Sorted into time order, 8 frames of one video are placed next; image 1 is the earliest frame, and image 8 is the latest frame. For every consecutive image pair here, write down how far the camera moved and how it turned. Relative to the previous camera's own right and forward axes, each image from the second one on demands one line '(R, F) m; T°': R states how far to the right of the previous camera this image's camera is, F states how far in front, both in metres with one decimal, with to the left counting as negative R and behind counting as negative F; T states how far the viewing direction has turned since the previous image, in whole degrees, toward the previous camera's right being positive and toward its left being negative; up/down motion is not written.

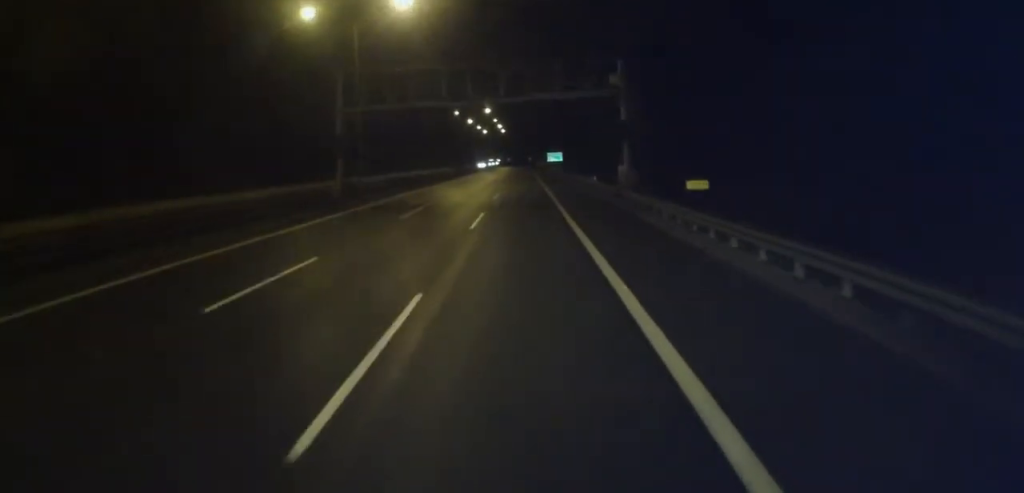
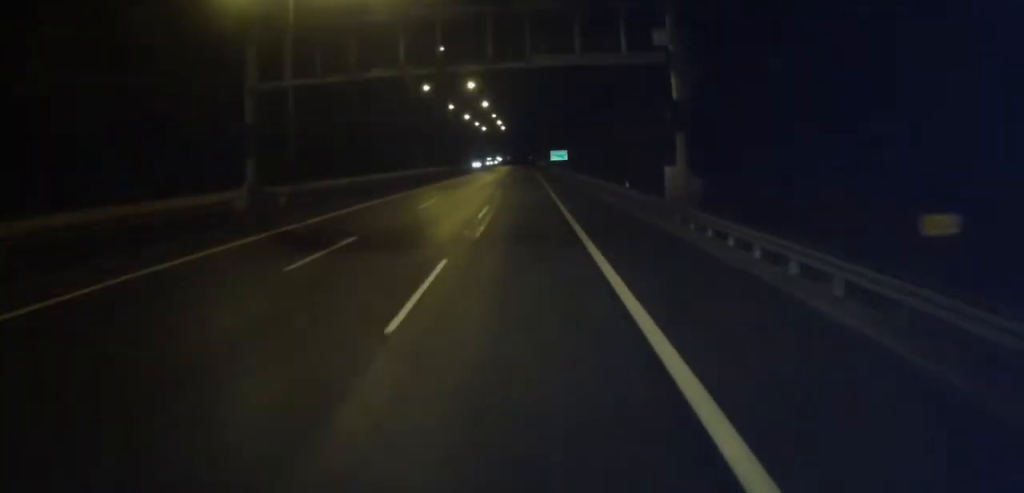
(+0.1, +13.7) m; -1°
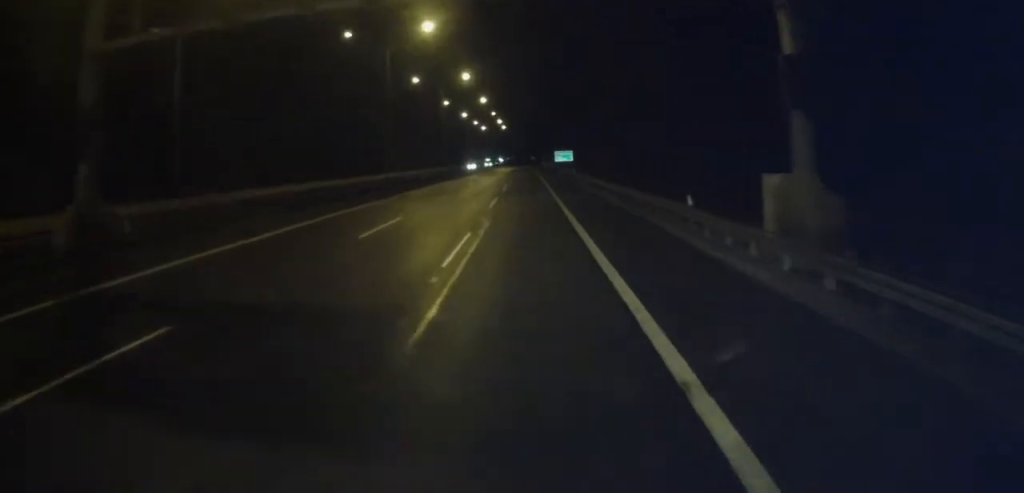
(-0.2, +11.5) m; 0°
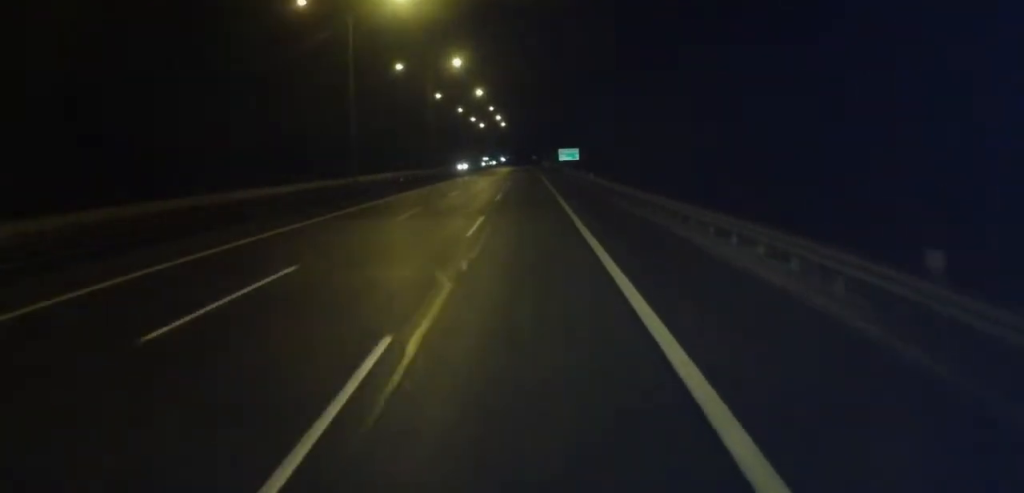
(-0.1, +12.3) m; 0°
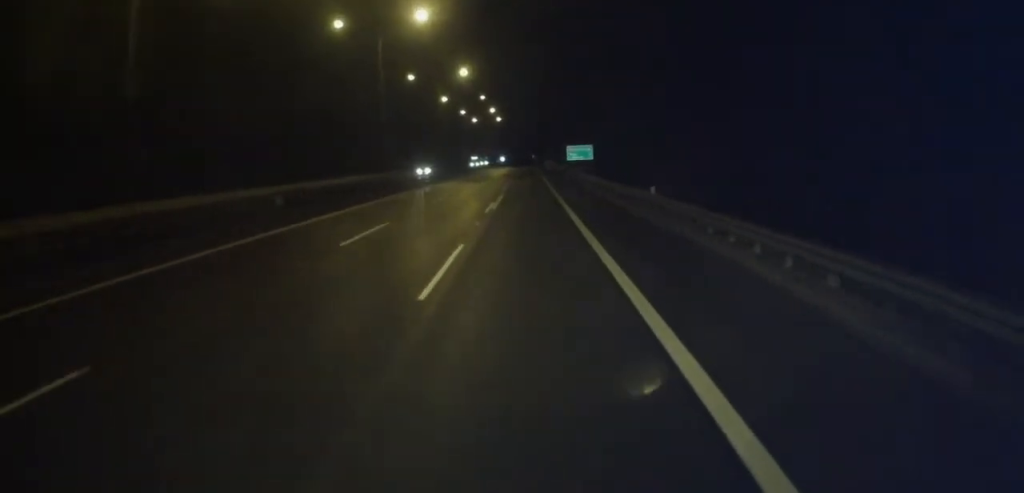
(+0.1, +25.4) m; +1°
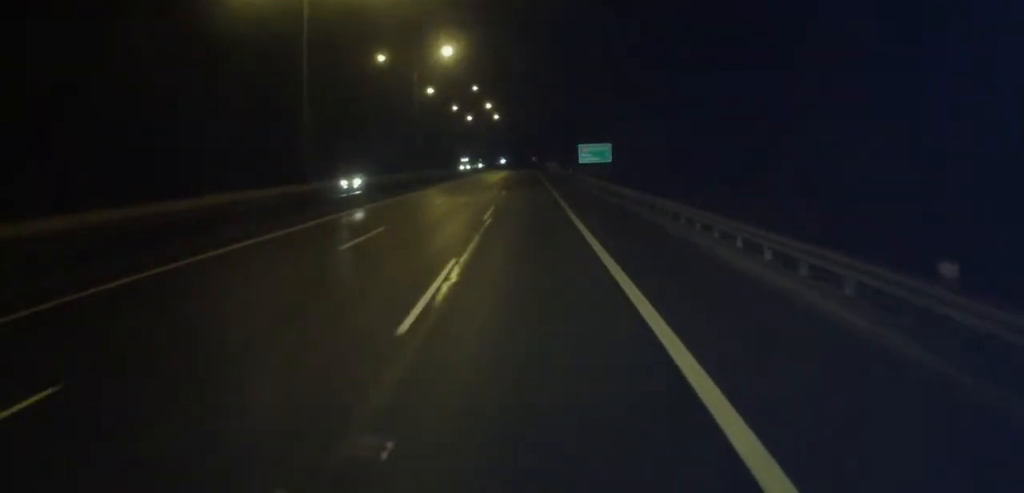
(+0.2, +18.3) m; 0°
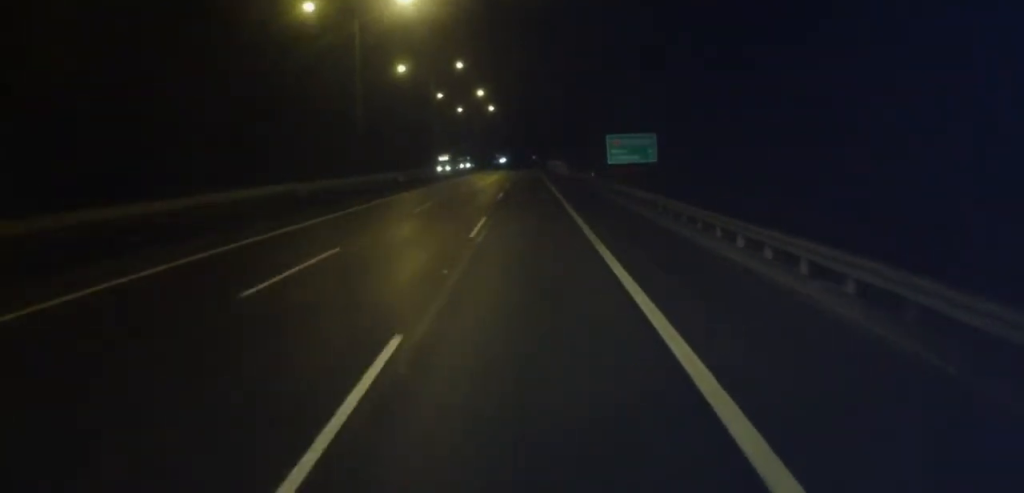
(-0.3, +23.6) m; -1°
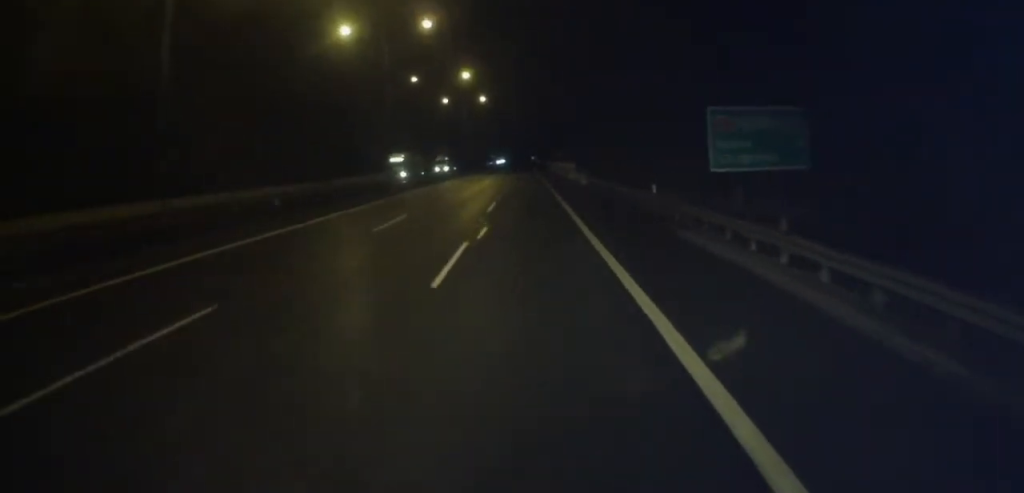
(+0.1, +24.6) m; +1°
